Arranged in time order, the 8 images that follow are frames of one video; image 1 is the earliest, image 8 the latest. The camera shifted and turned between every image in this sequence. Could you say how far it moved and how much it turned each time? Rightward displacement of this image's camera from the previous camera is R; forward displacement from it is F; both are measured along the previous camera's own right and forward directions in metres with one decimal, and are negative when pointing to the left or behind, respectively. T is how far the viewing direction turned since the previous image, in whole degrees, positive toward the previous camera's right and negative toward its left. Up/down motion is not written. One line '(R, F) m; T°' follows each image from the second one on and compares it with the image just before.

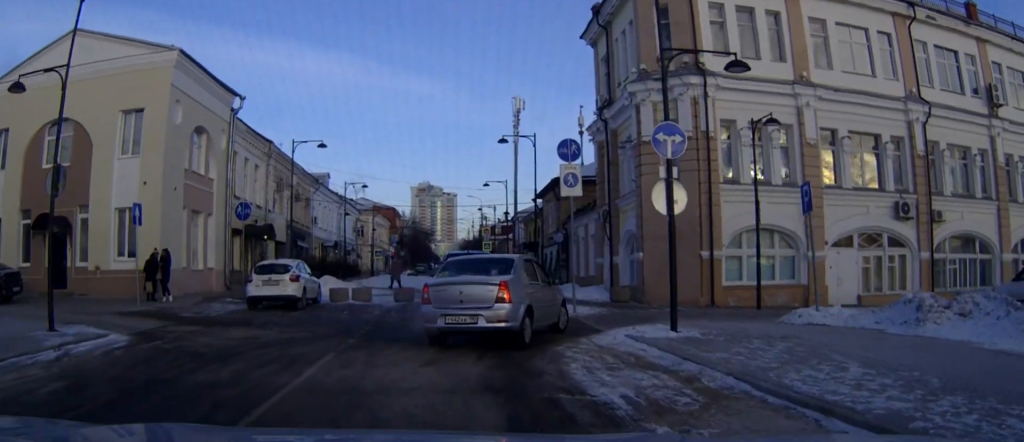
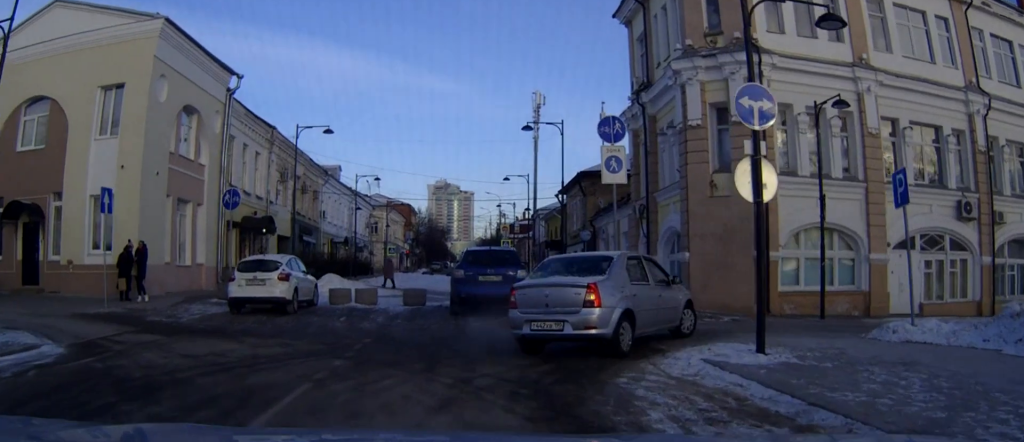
(0.0, +3.7) m; -1°
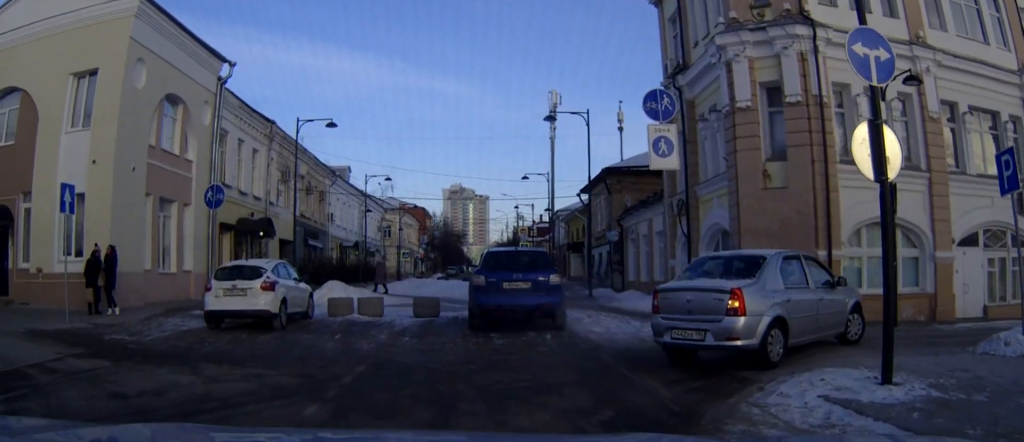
(0.0, +3.5) m; -2°
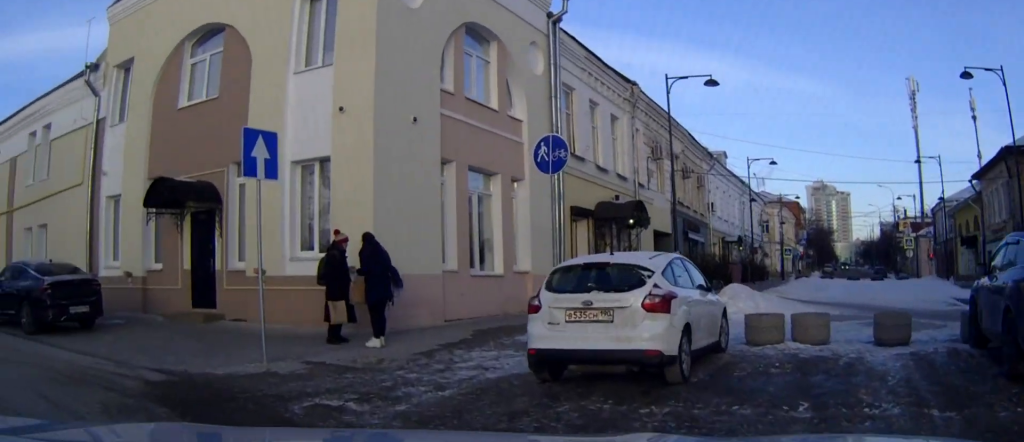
(-1.2, +7.6) m; -28°
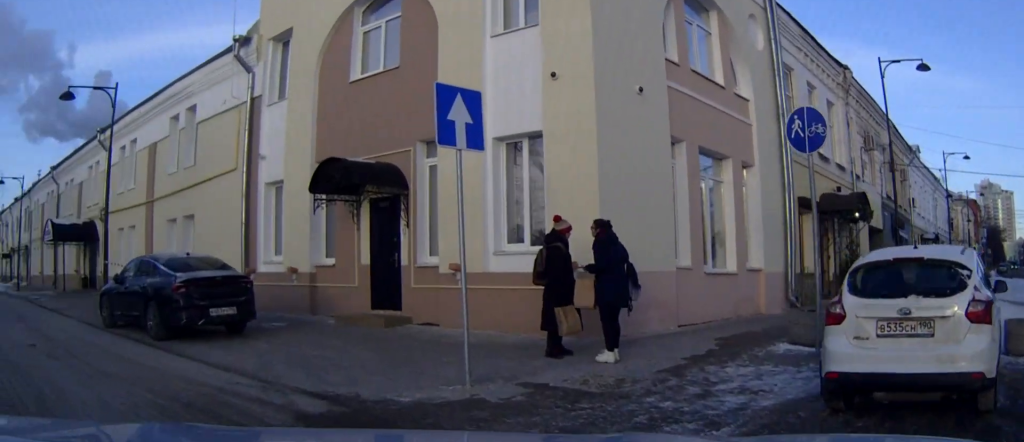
(-0.3, +1.8) m; -12°
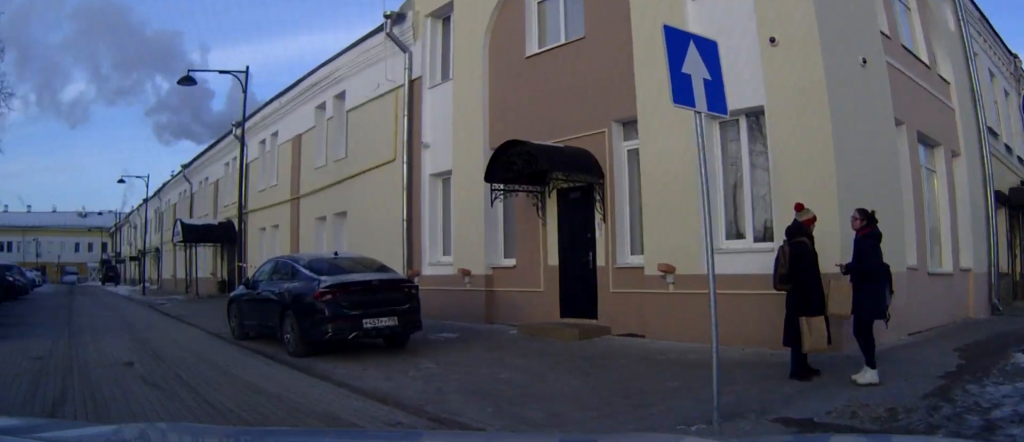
(0.0, +1.6) m; -11°
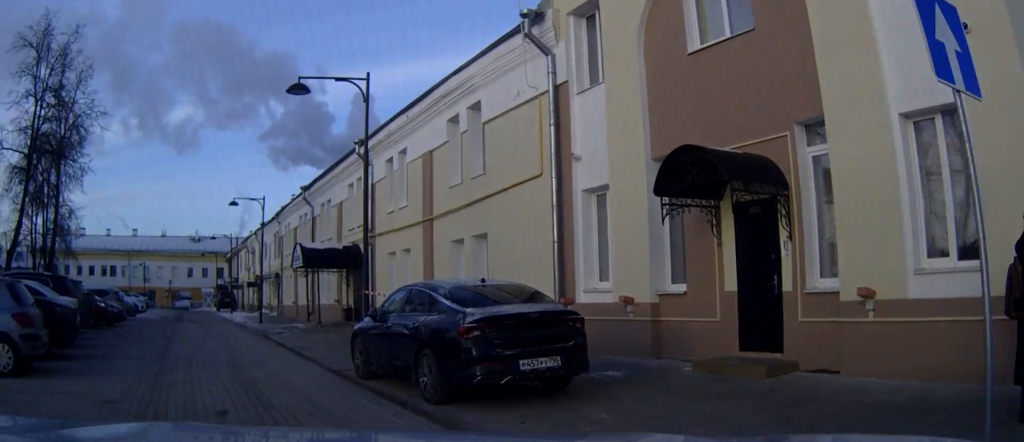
(-0.3, +1.5) m; -8°
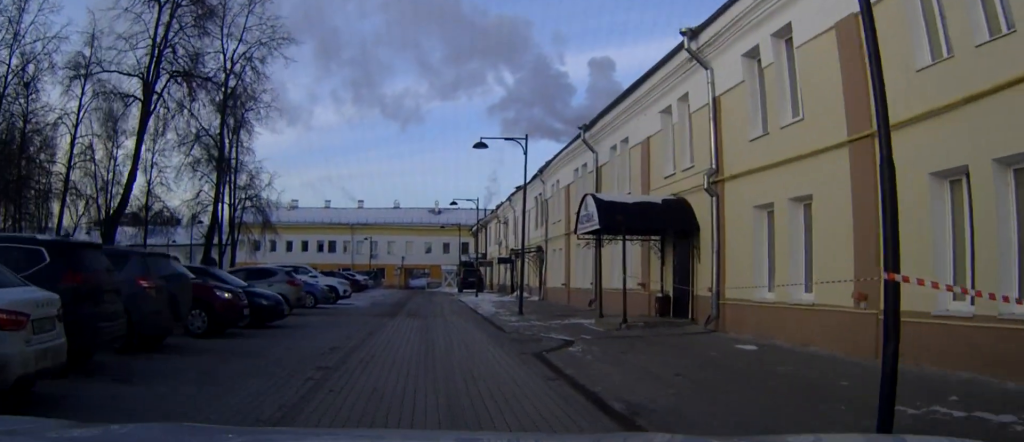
(-2.8, +9.3) m; -22°
